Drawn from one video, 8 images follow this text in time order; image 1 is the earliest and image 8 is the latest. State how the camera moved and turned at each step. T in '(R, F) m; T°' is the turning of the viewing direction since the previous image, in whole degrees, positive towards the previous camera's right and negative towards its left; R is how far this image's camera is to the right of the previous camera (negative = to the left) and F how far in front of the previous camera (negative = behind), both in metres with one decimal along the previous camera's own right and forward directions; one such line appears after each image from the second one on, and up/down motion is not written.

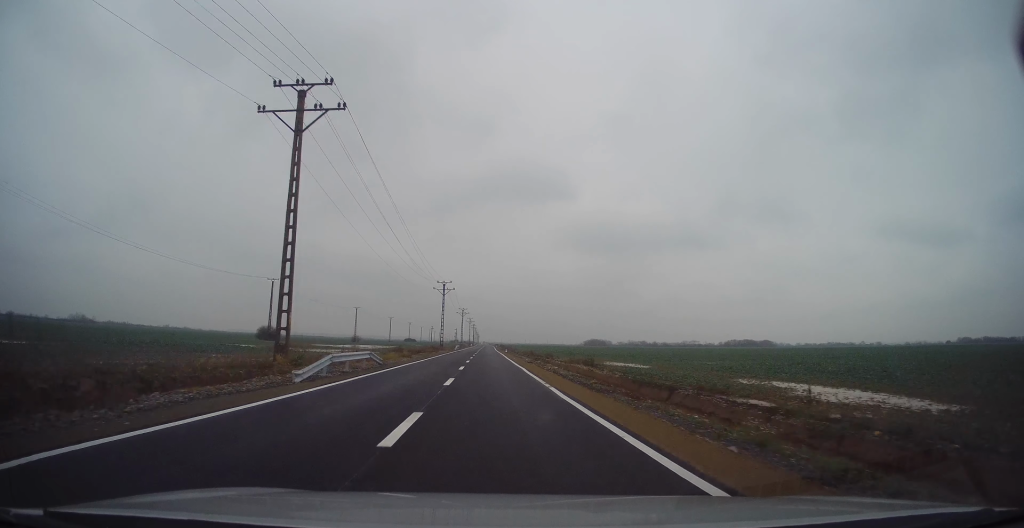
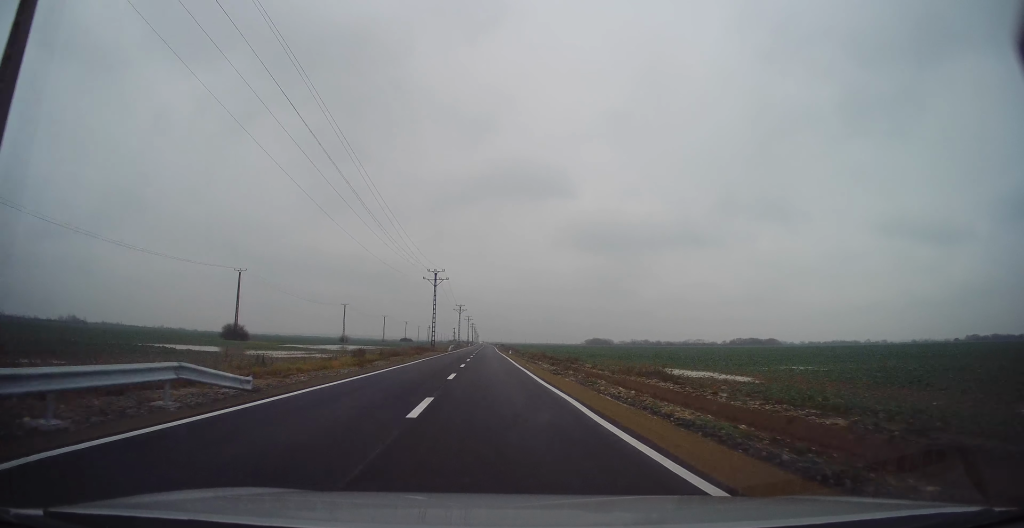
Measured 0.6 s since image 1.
(0.0, +15.2) m; 0°
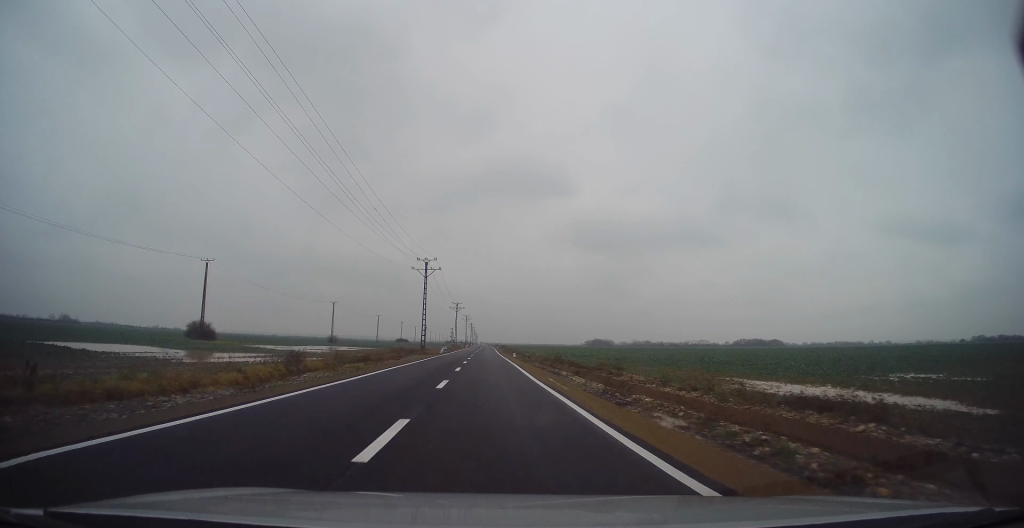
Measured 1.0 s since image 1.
(0.0, +12.0) m; 0°
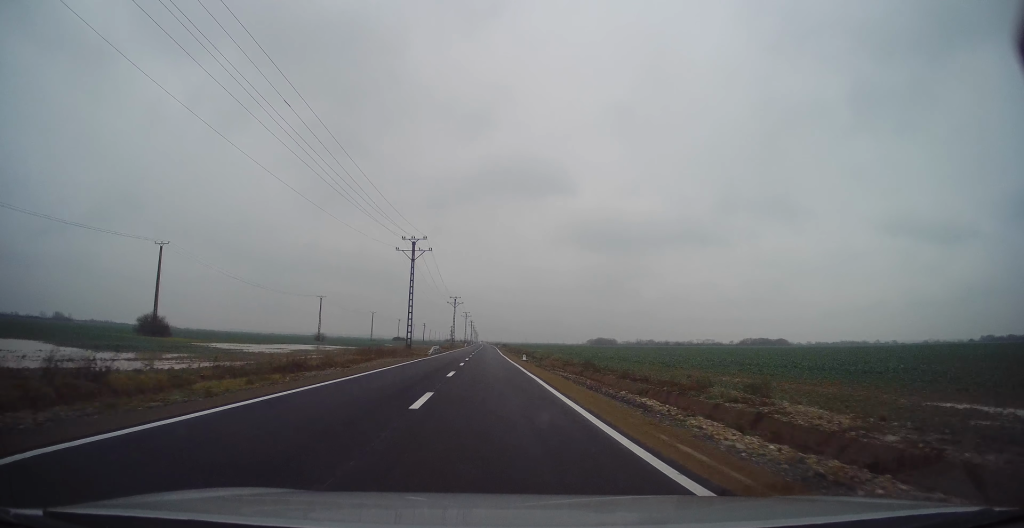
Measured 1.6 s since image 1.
(0.0, +14.7) m; 0°
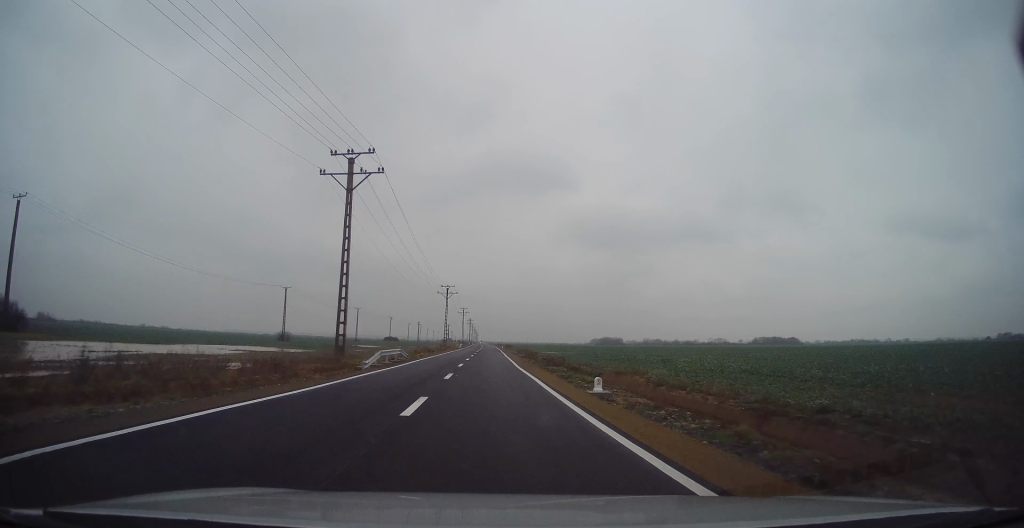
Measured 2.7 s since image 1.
(0.0, +27.7) m; 0°
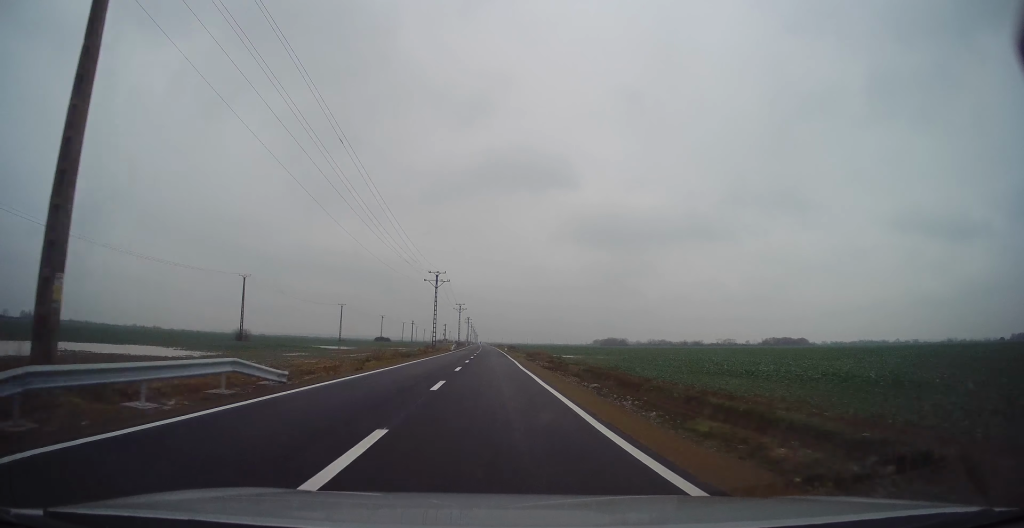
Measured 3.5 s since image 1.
(0.0, +22.3) m; 0°
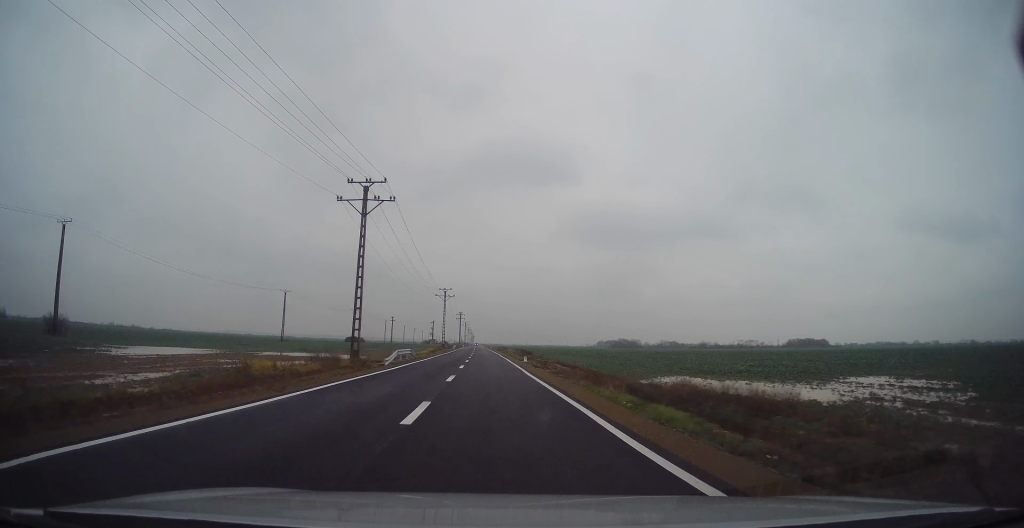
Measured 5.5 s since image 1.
(0.0, +50.5) m; 0°
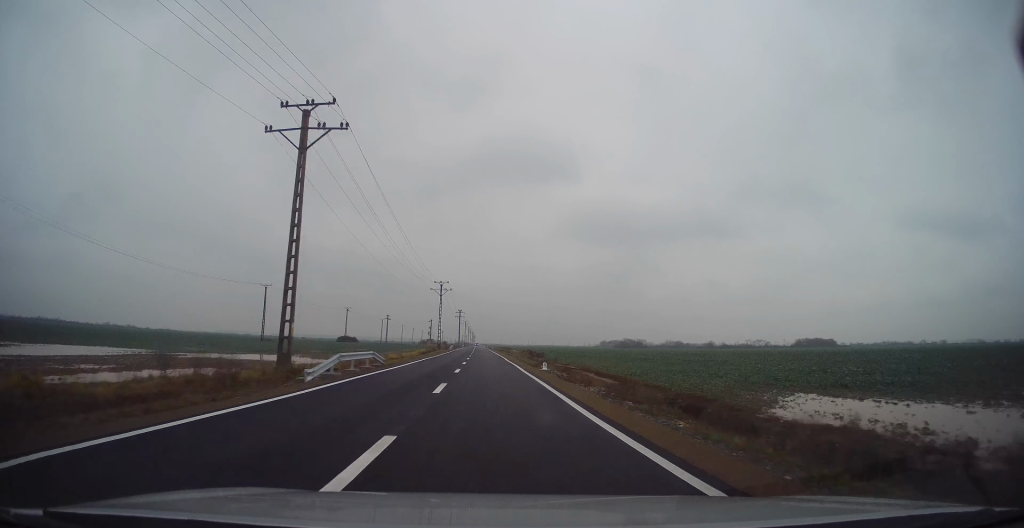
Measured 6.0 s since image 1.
(0.0, +13.0) m; 0°
